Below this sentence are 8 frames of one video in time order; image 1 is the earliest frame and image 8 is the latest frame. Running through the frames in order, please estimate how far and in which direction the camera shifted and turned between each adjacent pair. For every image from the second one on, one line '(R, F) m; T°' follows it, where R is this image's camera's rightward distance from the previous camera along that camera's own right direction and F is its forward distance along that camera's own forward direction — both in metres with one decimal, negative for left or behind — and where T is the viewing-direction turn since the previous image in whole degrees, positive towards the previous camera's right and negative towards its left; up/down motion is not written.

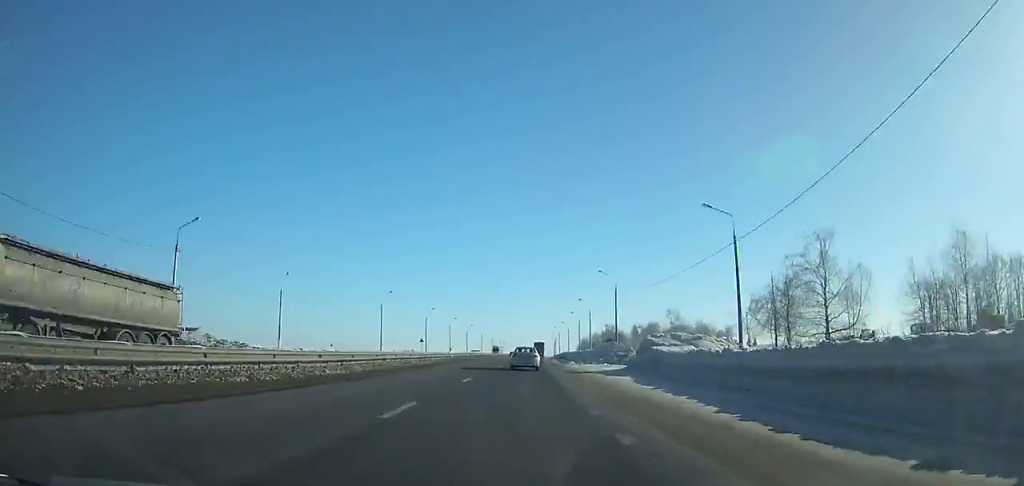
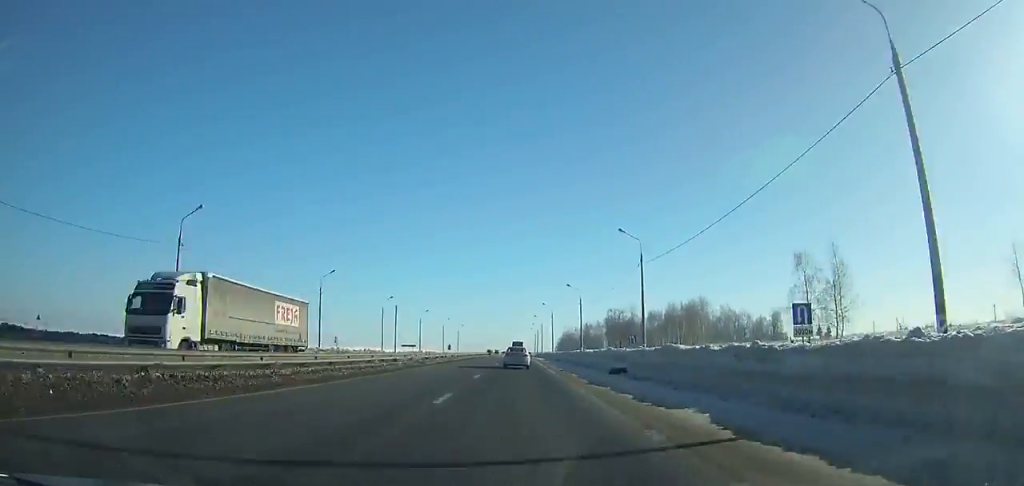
(+1.7, +94.9) m; +1°
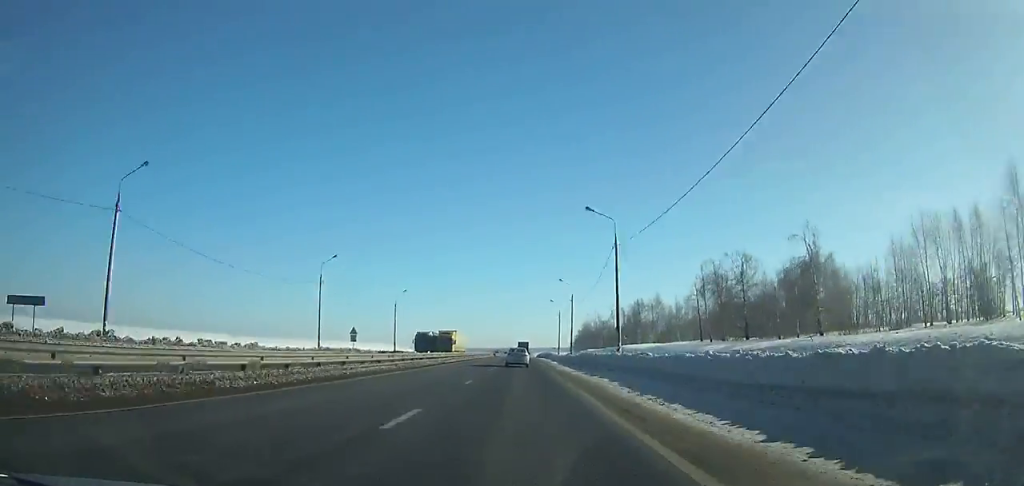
(-0.4, +114.3) m; 0°
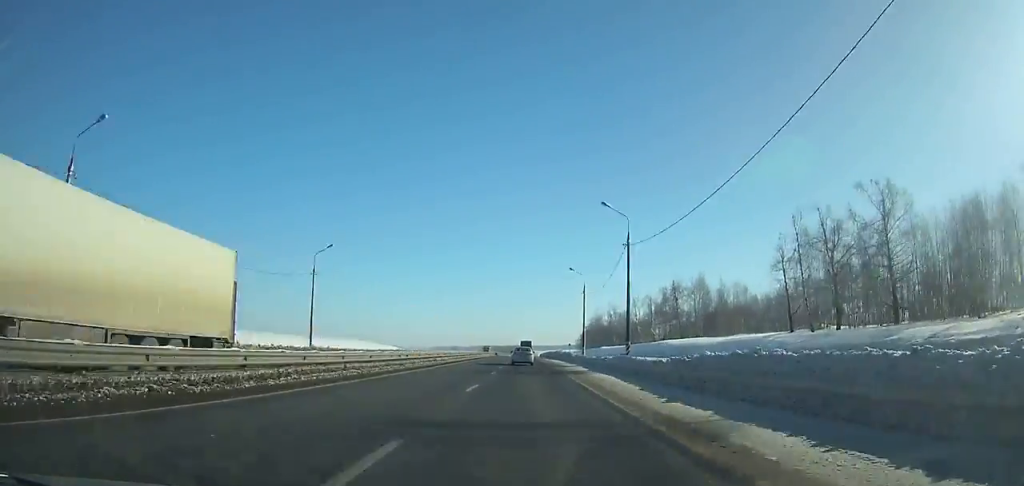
(+0.1, +41.1) m; 0°
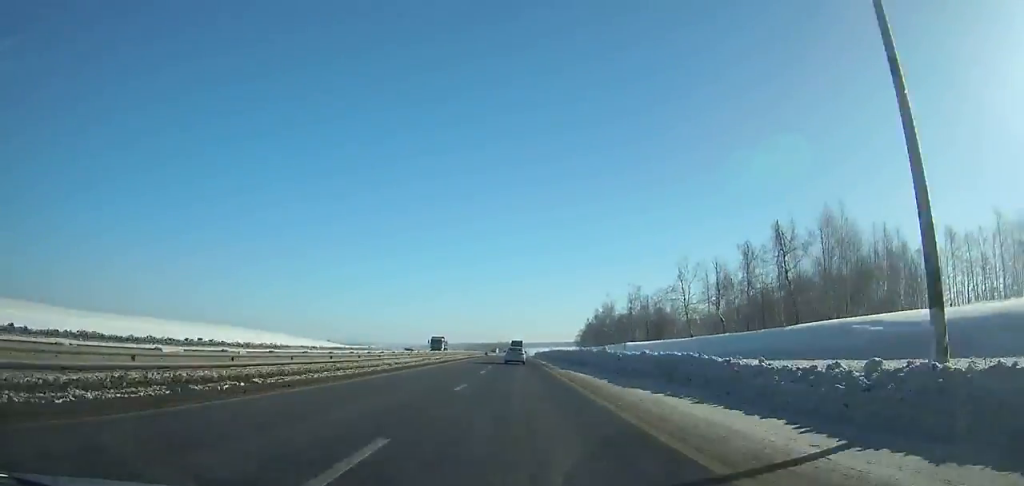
(+0.3, +61.1) m; 0°
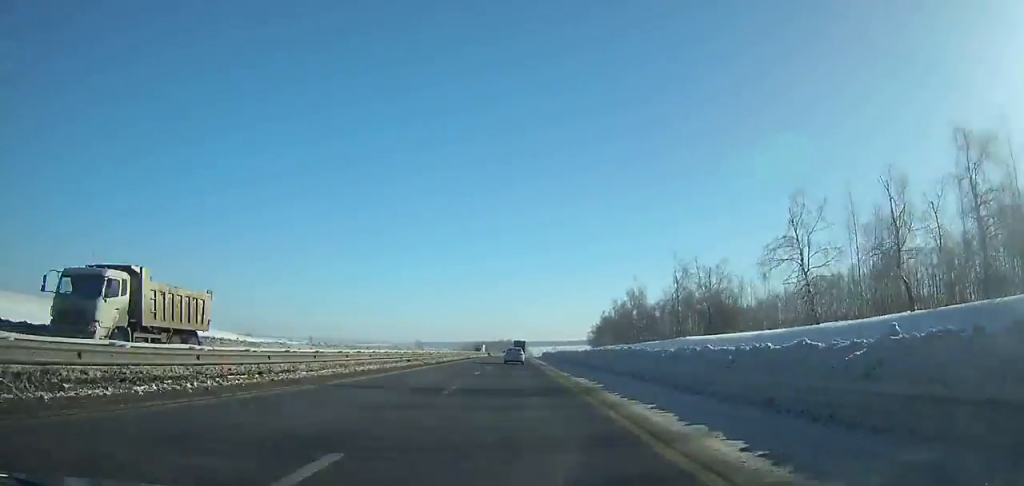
(0.0, +49.5) m; 0°
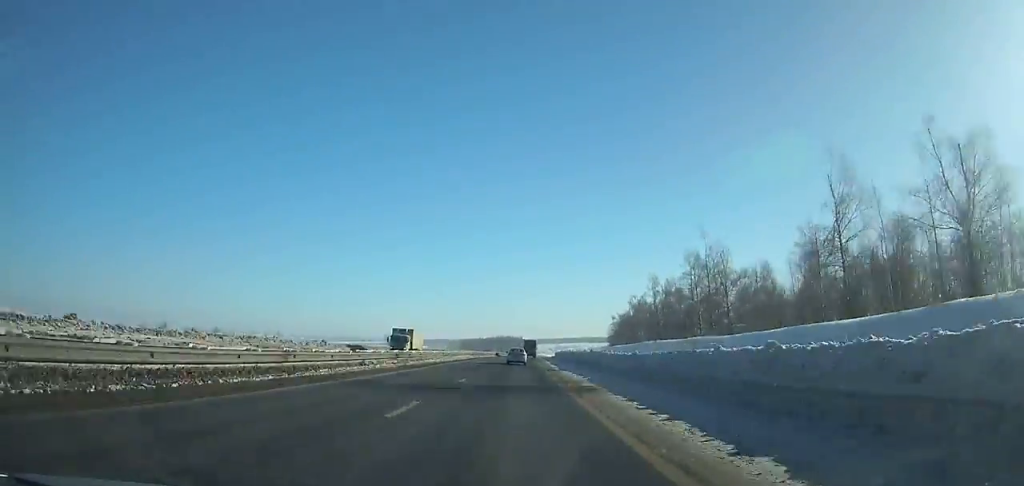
(0.0, +65.2) m; +1°
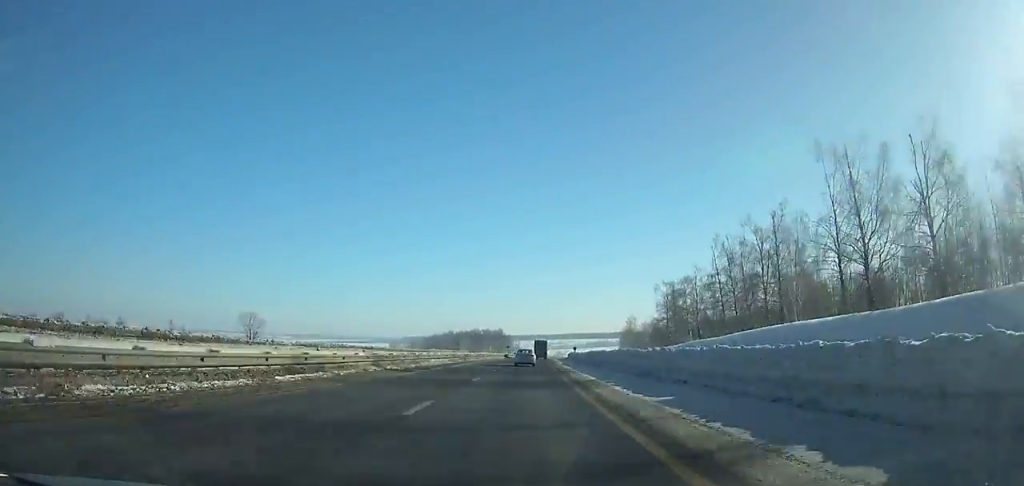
(+1.7, +105.9) m; +2°
